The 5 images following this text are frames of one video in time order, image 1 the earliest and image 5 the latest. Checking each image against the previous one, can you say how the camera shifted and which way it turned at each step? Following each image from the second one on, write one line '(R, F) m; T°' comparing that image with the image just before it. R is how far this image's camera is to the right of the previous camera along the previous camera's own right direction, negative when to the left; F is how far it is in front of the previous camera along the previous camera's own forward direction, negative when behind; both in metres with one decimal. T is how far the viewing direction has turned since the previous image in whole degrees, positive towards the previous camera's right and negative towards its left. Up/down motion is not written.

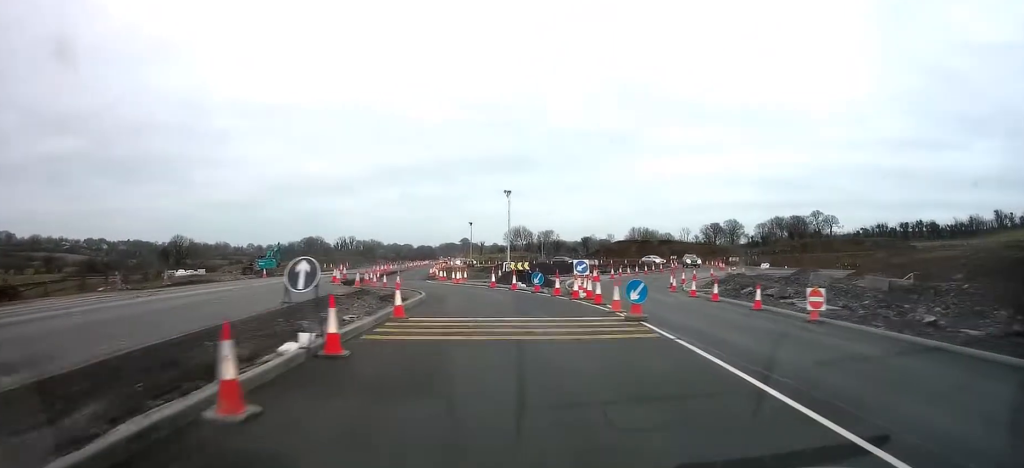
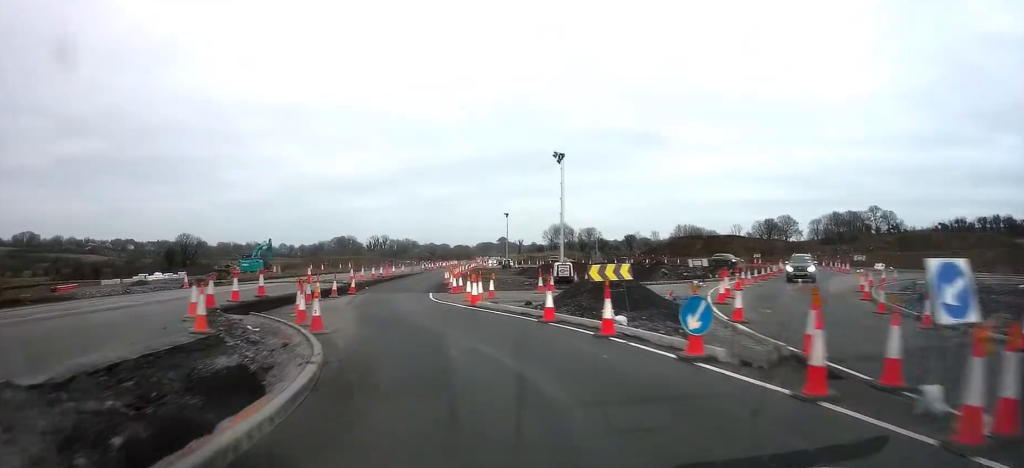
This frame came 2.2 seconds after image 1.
(+0.1, +18.1) m; -2°
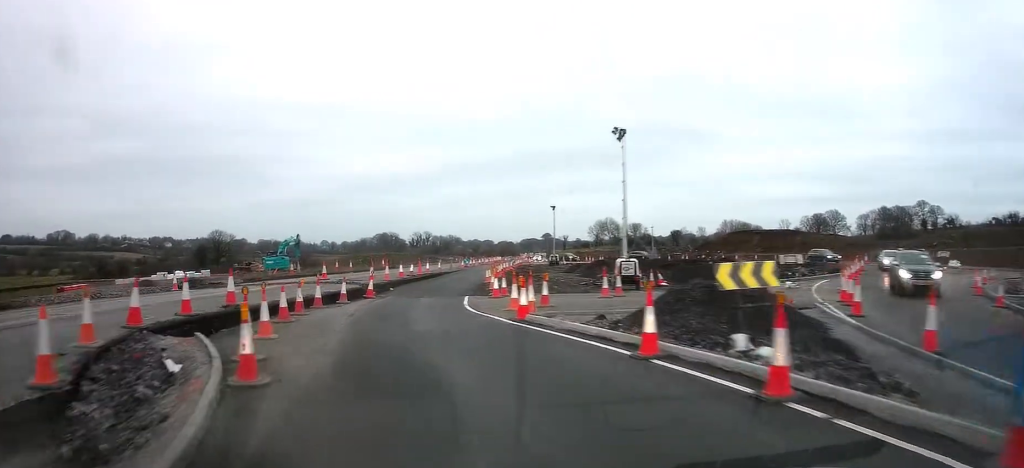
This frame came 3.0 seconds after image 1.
(-0.2, +5.4) m; -4°
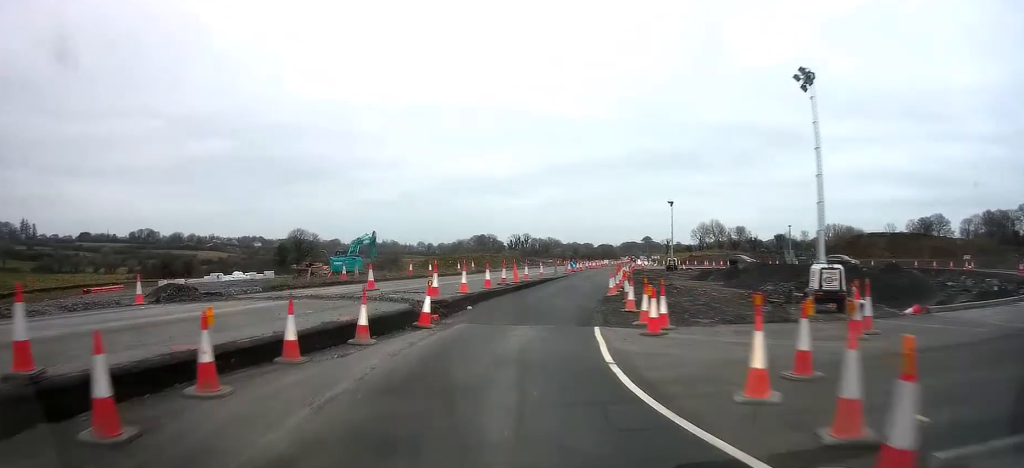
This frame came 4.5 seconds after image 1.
(-0.6, +10.0) m; -5°
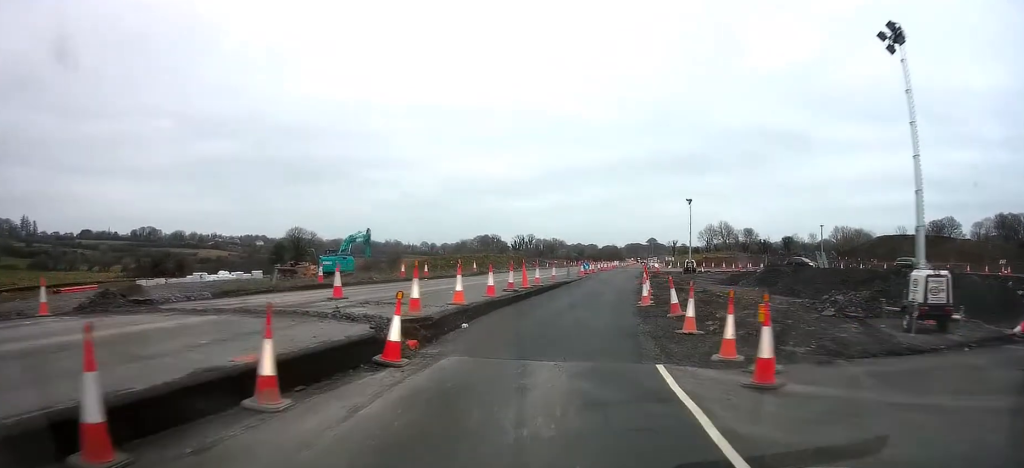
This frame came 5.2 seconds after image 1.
(-0.1, +4.9) m; 0°
